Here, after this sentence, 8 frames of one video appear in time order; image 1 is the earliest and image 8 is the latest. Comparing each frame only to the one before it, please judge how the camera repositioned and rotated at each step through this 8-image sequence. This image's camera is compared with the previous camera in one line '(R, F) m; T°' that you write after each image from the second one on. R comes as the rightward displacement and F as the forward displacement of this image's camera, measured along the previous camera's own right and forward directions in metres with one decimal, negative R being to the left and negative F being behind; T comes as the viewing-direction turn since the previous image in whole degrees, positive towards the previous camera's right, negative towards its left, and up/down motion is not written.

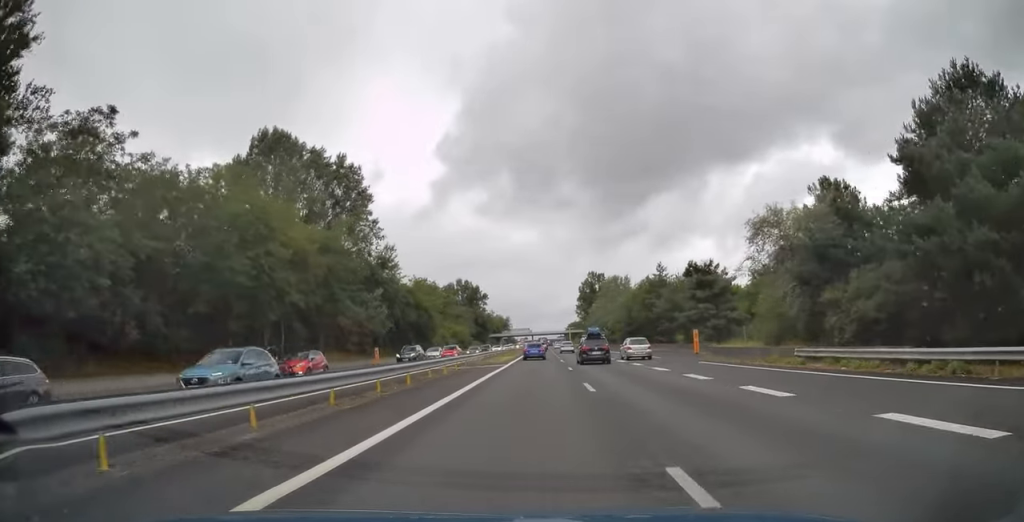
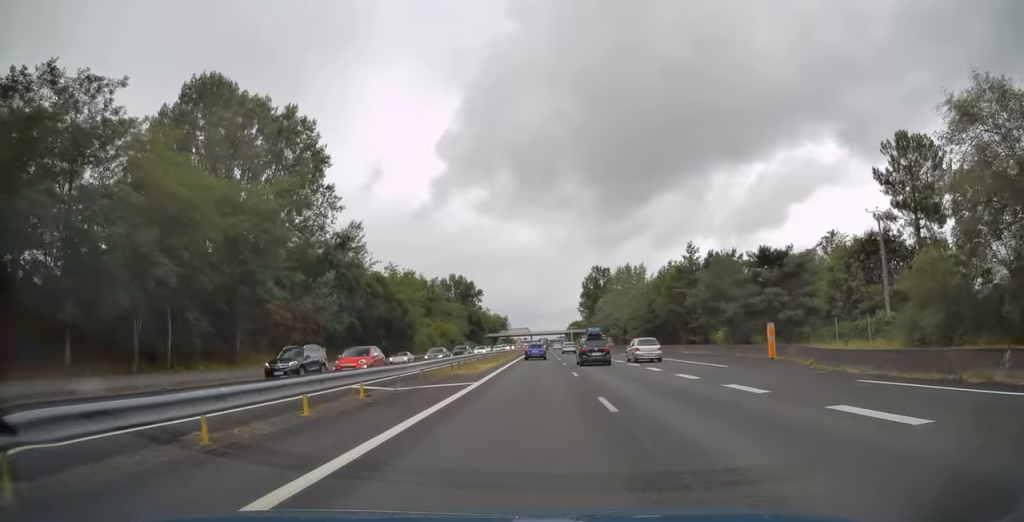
(+0.2, +17.5) m; 0°
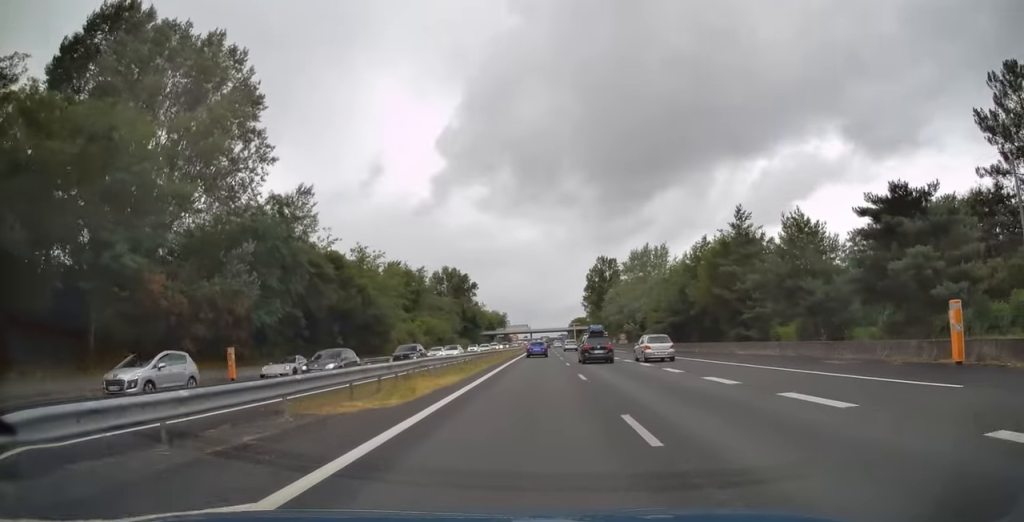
(0.0, +16.7) m; 0°
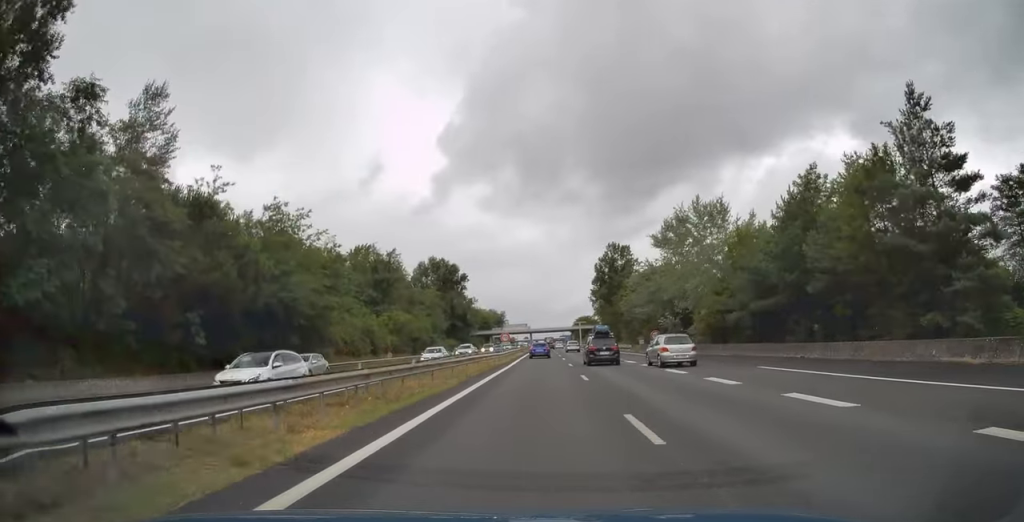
(-0.1, +25.3) m; 0°
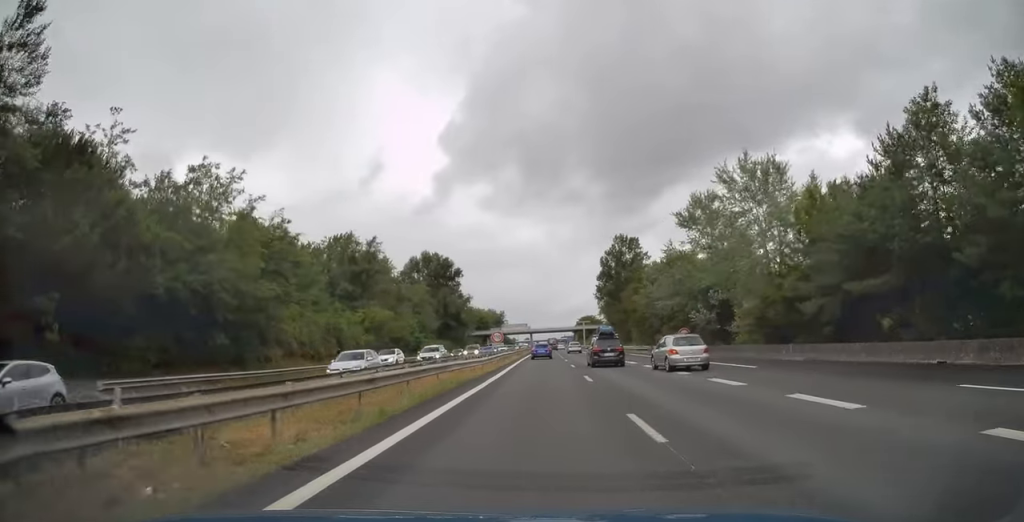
(0.0, +12.6) m; 0°
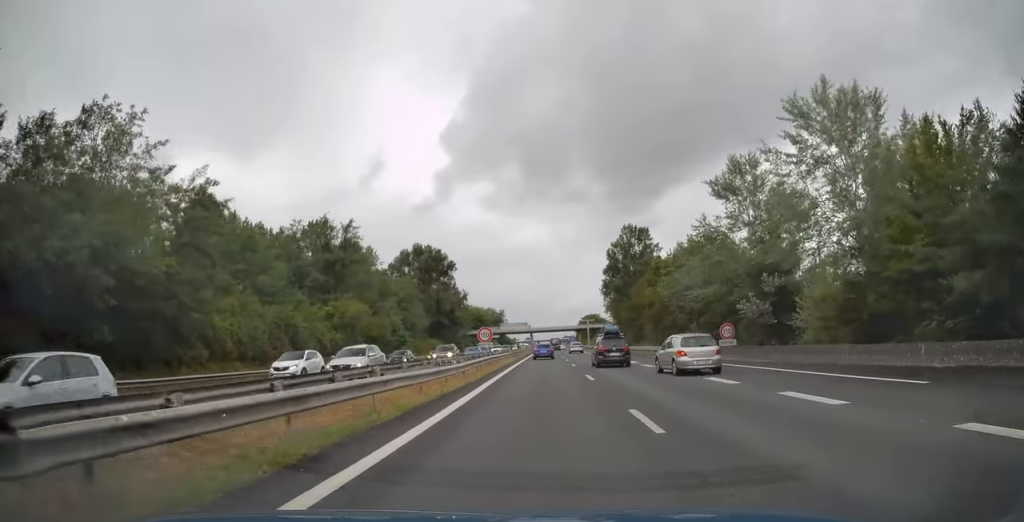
(0.0, +12.0) m; 0°
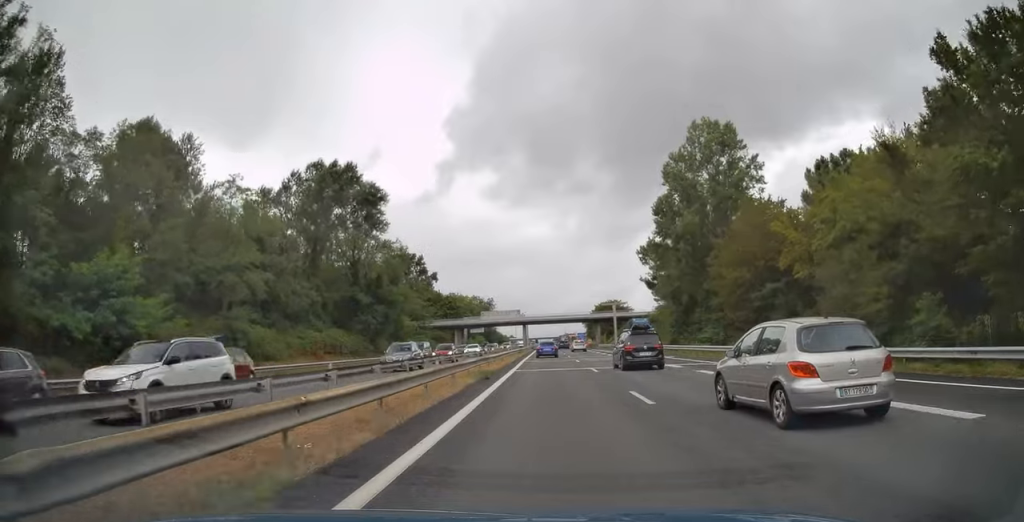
(-0.3, +59.9) m; 0°
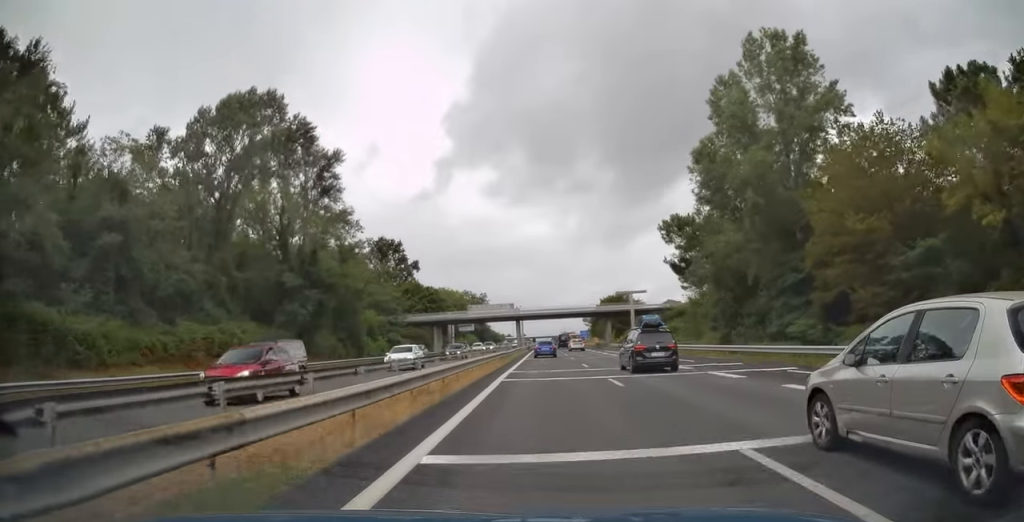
(+0.1, +21.3) m; 0°
